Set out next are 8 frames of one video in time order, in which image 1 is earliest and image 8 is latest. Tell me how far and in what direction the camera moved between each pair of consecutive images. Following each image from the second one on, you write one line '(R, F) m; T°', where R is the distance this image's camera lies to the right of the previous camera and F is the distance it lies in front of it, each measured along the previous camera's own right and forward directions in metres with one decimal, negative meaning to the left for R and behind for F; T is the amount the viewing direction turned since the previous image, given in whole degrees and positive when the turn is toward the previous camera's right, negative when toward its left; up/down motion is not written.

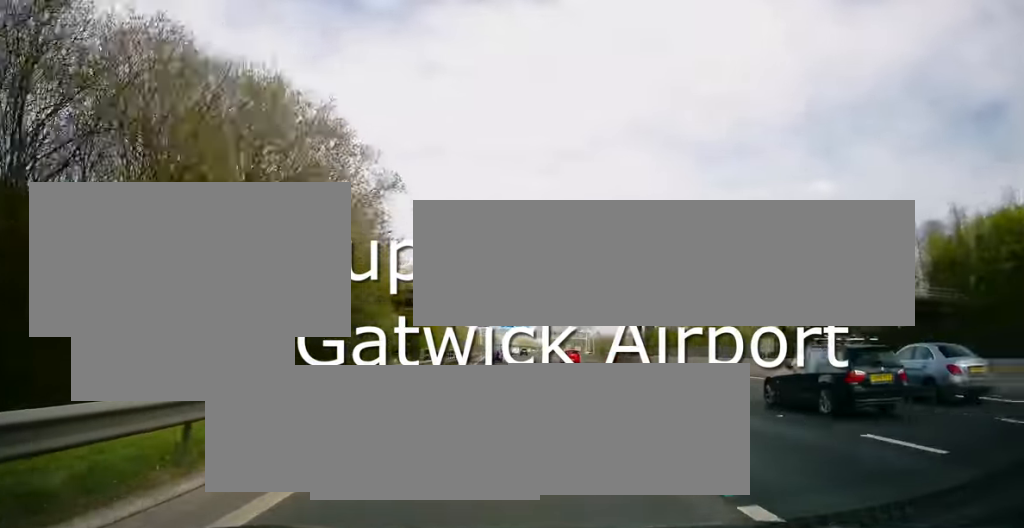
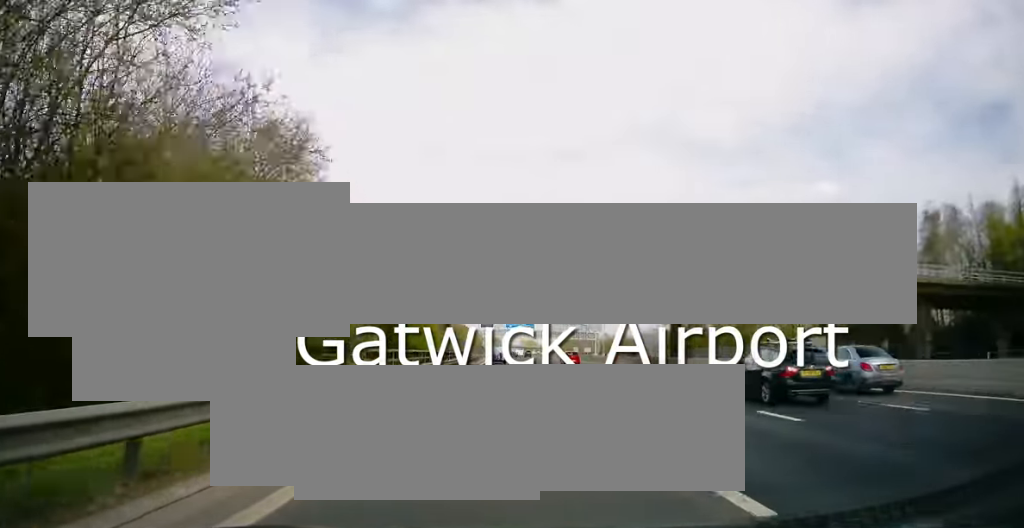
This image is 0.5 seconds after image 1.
(+0.1, +12.9) m; 0°
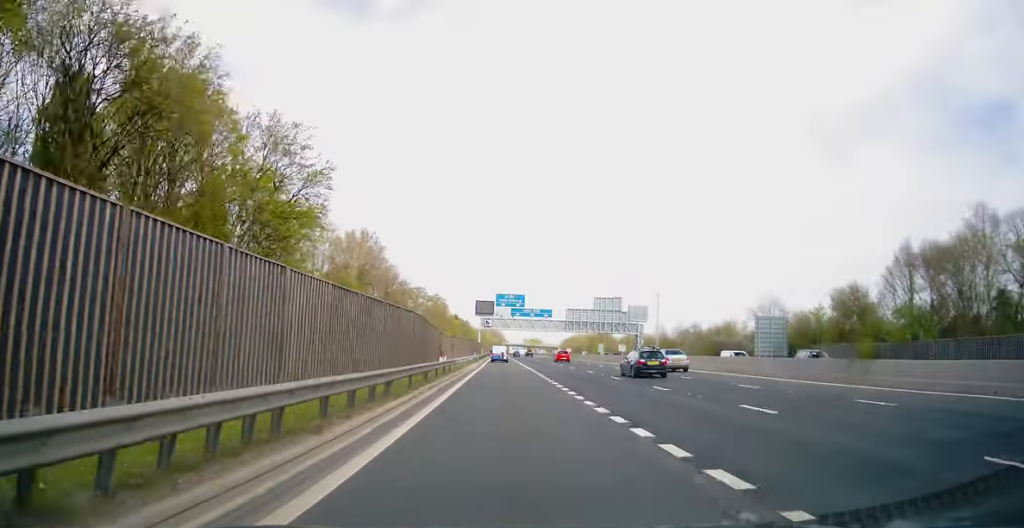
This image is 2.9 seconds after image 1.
(-0.1, +66.7) m; 0°
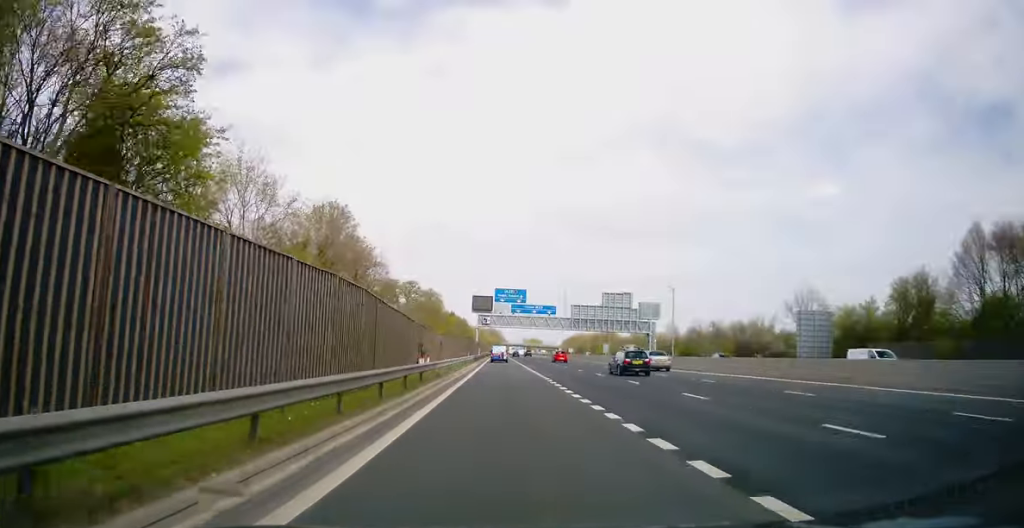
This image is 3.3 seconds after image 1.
(-0.2, +13.0) m; 0°
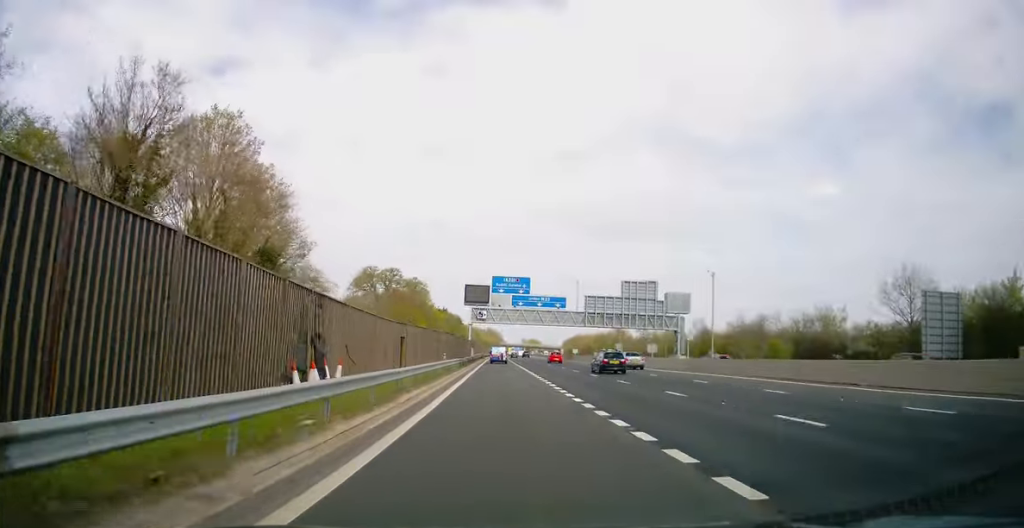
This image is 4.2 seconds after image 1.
(+0.1, +24.3) m; 0°
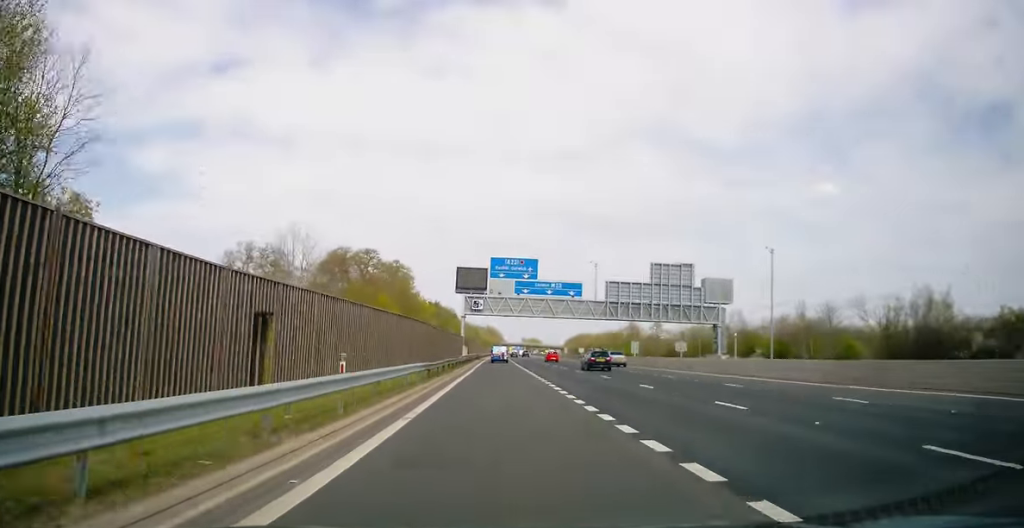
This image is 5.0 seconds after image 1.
(0.0, +22.6) m; 0°
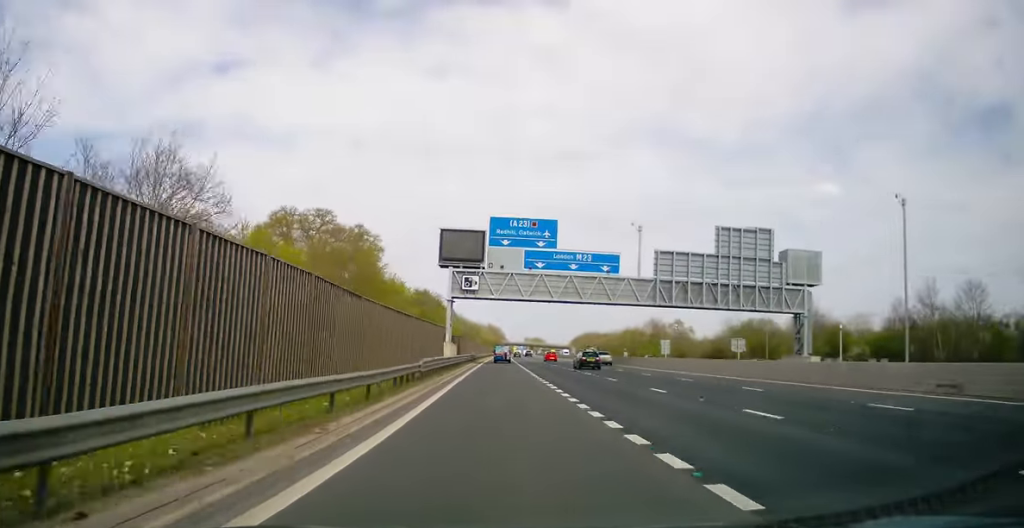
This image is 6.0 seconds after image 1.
(-0.1, +28.4) m; 0°
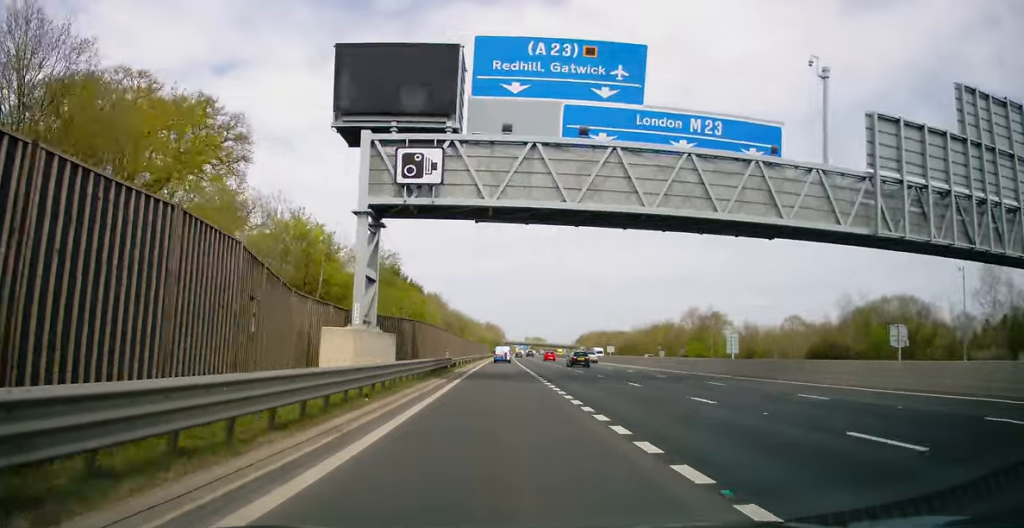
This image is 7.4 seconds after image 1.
(-0.1, +40.1) m; 0°
